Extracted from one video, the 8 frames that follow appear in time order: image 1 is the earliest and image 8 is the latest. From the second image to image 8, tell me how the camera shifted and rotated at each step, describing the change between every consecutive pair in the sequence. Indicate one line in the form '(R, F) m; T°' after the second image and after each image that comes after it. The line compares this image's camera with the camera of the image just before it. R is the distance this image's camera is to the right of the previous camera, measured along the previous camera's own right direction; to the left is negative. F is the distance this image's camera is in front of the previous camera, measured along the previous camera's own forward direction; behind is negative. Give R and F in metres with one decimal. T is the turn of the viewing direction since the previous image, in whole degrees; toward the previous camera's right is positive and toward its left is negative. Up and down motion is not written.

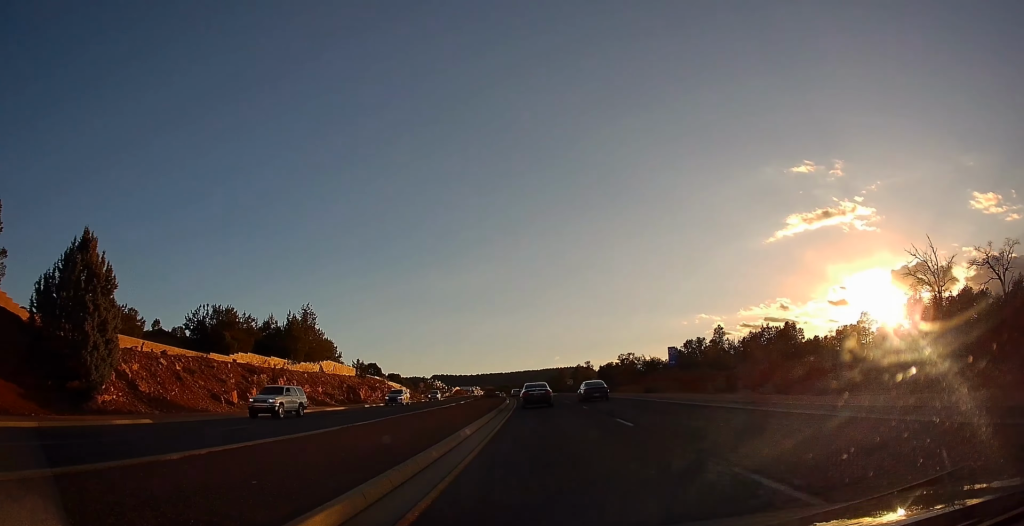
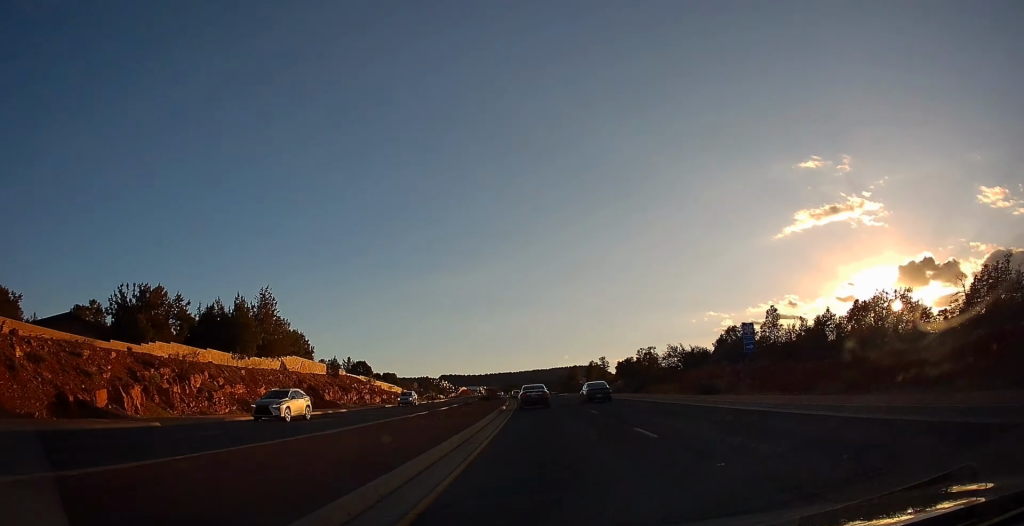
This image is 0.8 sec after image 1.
(+0.1, +15.8) m; -1°
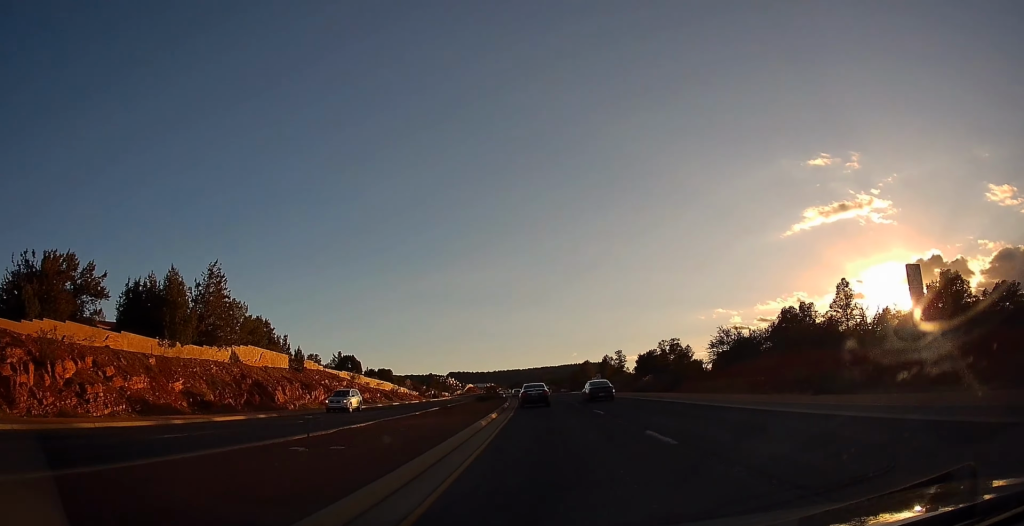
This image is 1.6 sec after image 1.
(+0.1, +13.8) m; -2°
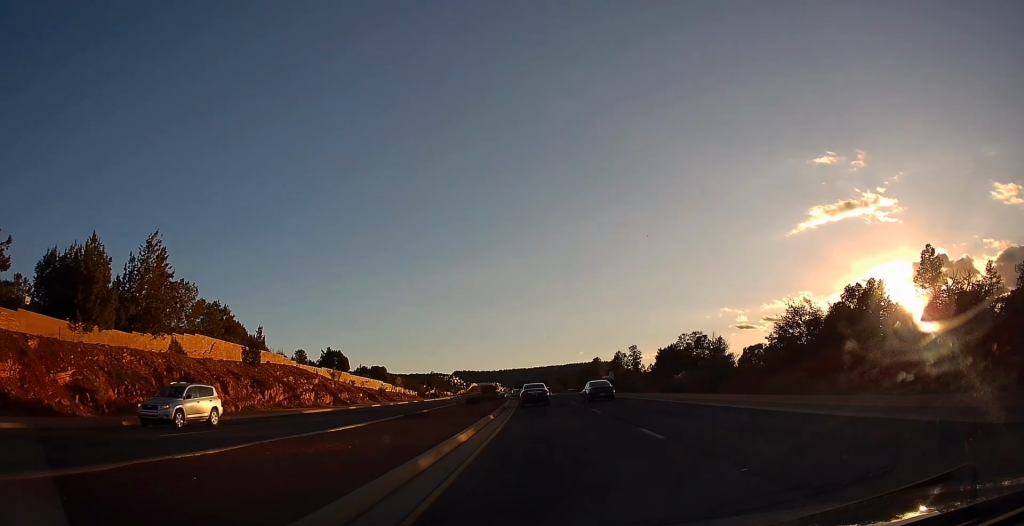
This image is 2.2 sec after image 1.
(-0.5, +11.2) m; -2°
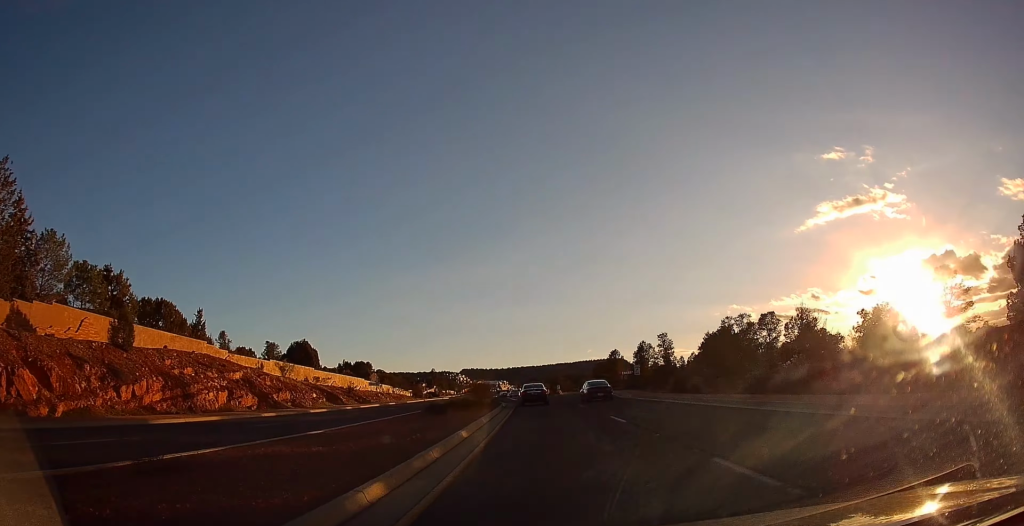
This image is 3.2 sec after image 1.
(-0.5, +18.8) m; -1°
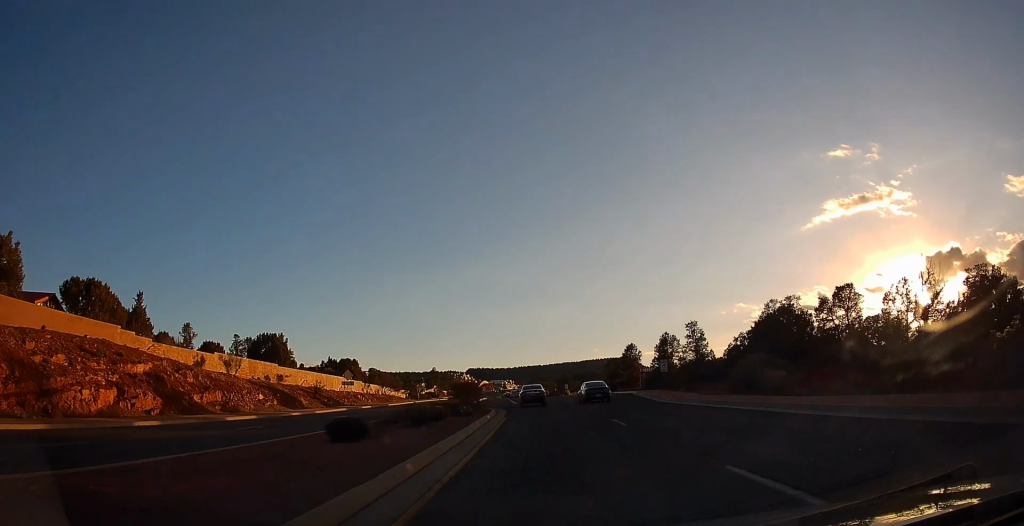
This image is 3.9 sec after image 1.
(+0.1, +13.3) m; +1°
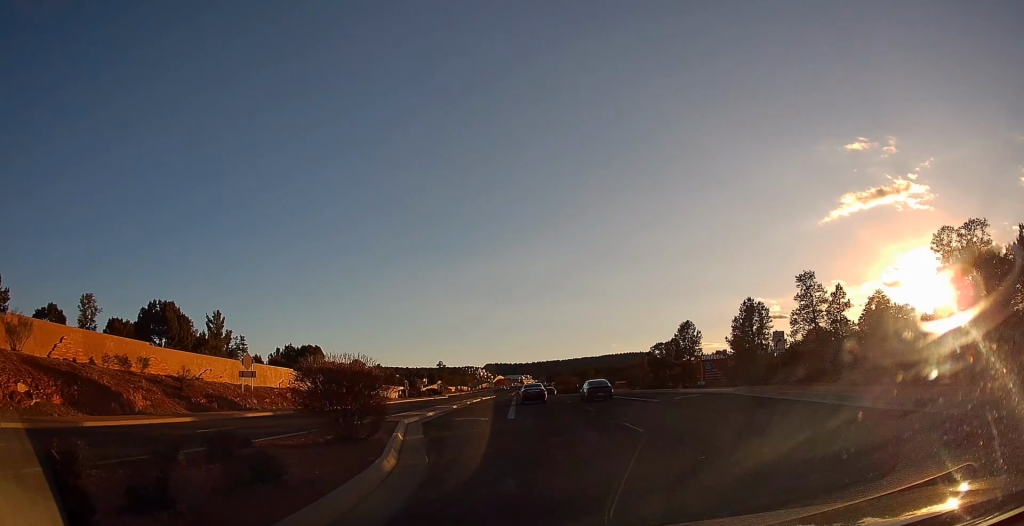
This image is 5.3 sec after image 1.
(+0.7, +27.5) m; +2°
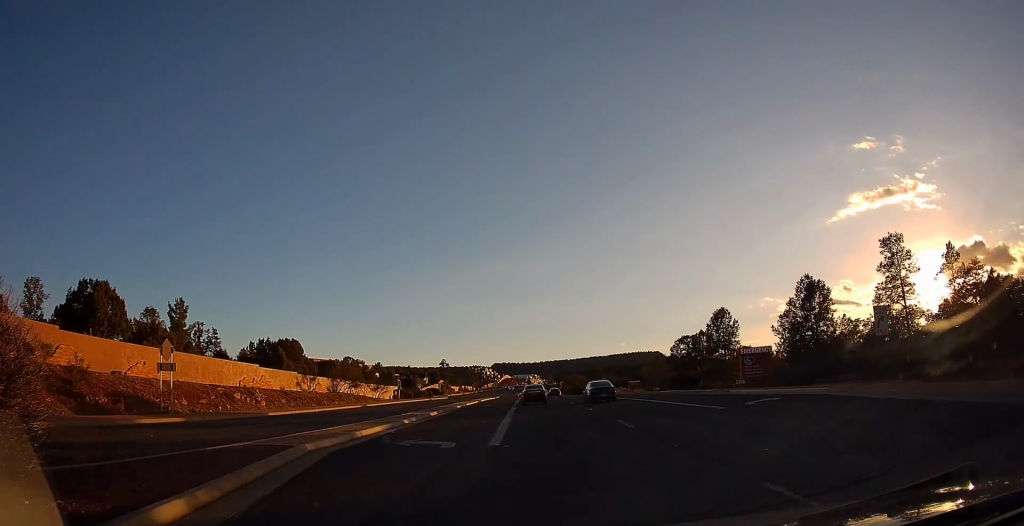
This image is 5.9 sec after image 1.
(0.0, +11.0) m; 0°
